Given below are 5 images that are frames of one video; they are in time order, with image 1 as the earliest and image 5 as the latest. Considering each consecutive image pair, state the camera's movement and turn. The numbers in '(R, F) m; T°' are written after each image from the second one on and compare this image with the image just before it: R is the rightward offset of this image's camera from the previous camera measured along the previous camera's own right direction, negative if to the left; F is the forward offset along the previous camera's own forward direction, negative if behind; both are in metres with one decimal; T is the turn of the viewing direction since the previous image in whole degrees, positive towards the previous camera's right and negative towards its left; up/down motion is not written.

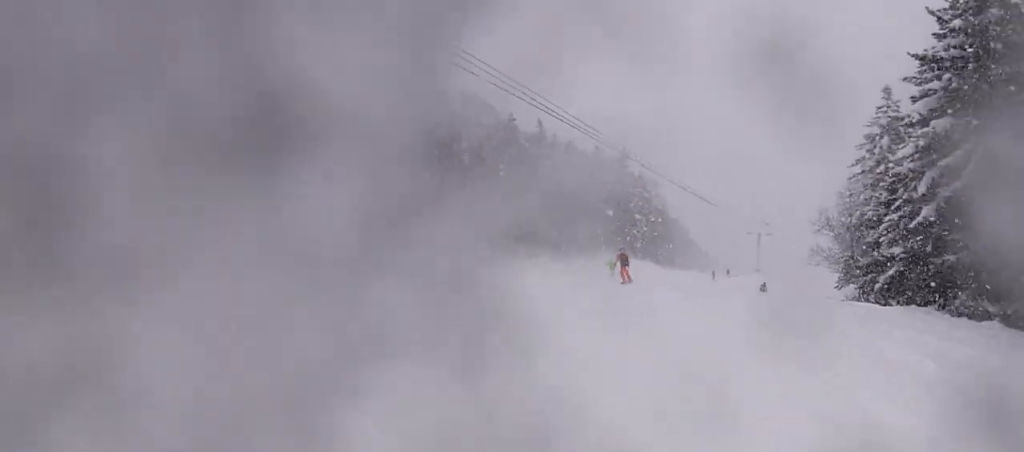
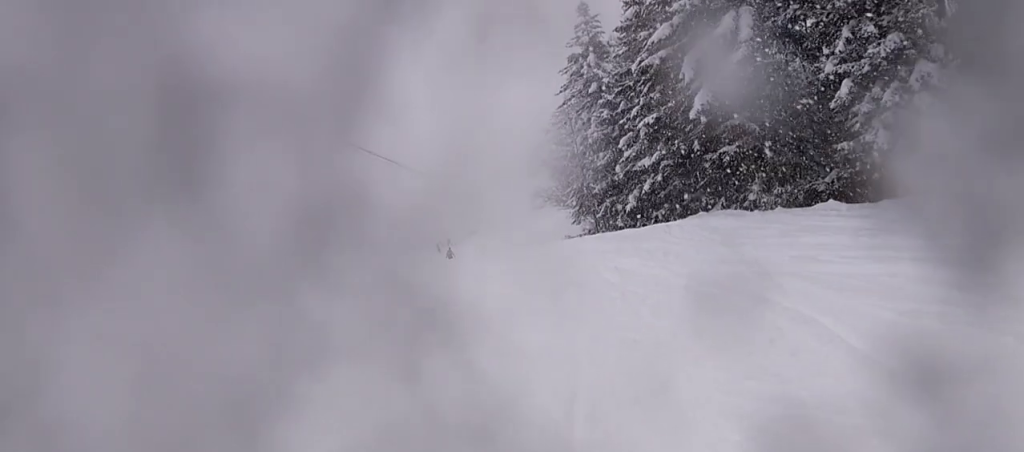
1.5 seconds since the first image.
(+1.9, +6.8) m; +28°
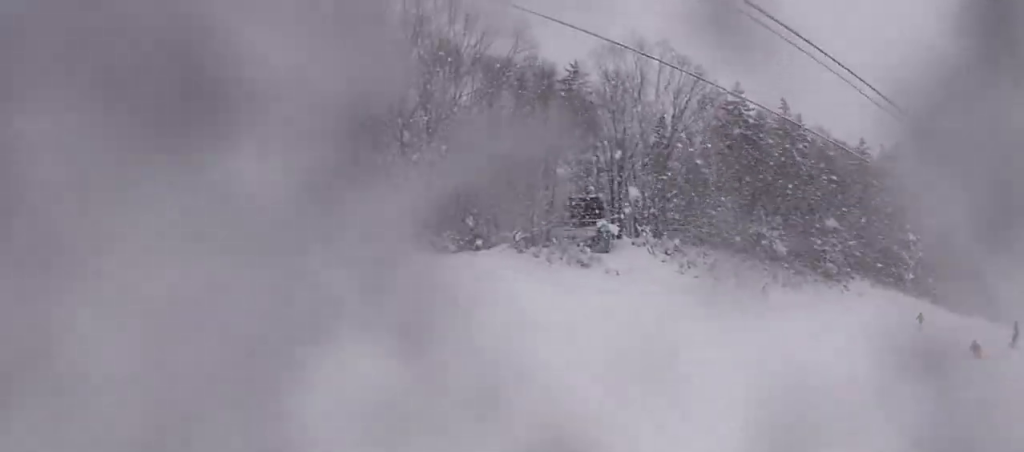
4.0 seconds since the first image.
(-1.0, +8.7) m; -53°
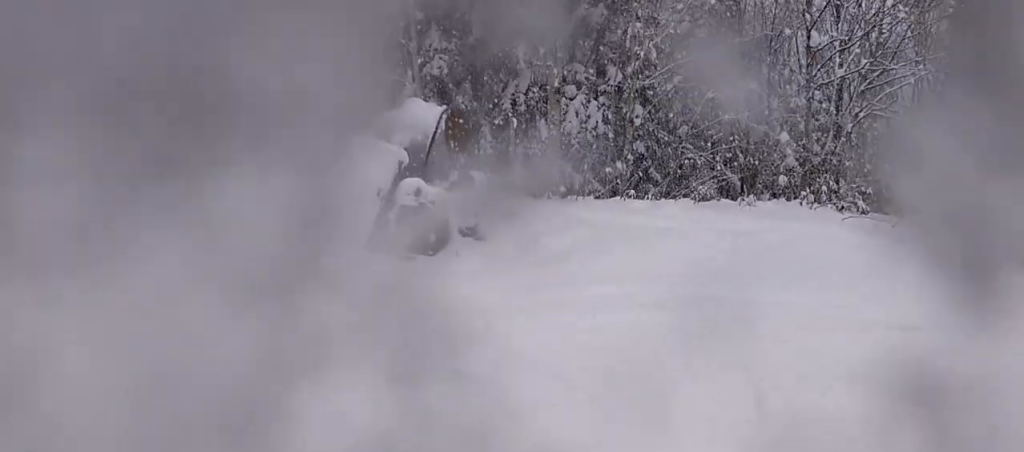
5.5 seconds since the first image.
(-2.2, +3.6) m; -23°
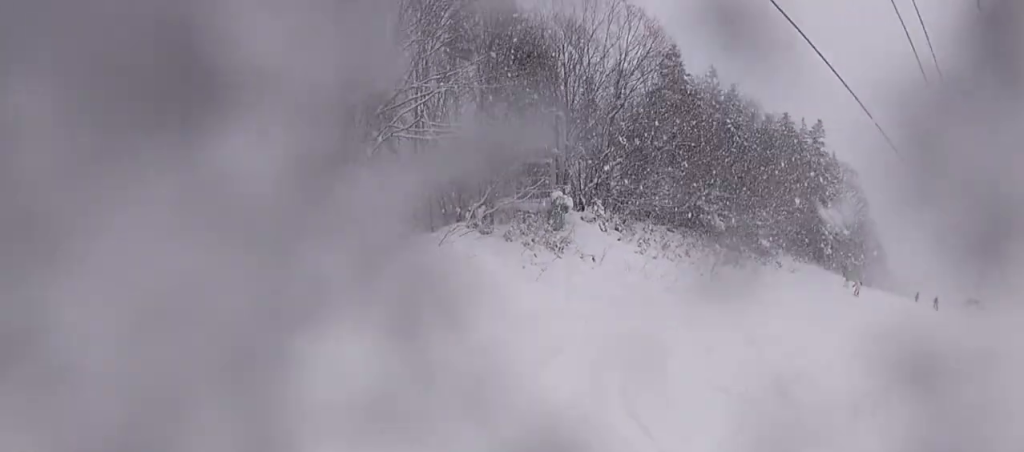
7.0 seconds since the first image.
(+0.8, +3.0) m; +29°
